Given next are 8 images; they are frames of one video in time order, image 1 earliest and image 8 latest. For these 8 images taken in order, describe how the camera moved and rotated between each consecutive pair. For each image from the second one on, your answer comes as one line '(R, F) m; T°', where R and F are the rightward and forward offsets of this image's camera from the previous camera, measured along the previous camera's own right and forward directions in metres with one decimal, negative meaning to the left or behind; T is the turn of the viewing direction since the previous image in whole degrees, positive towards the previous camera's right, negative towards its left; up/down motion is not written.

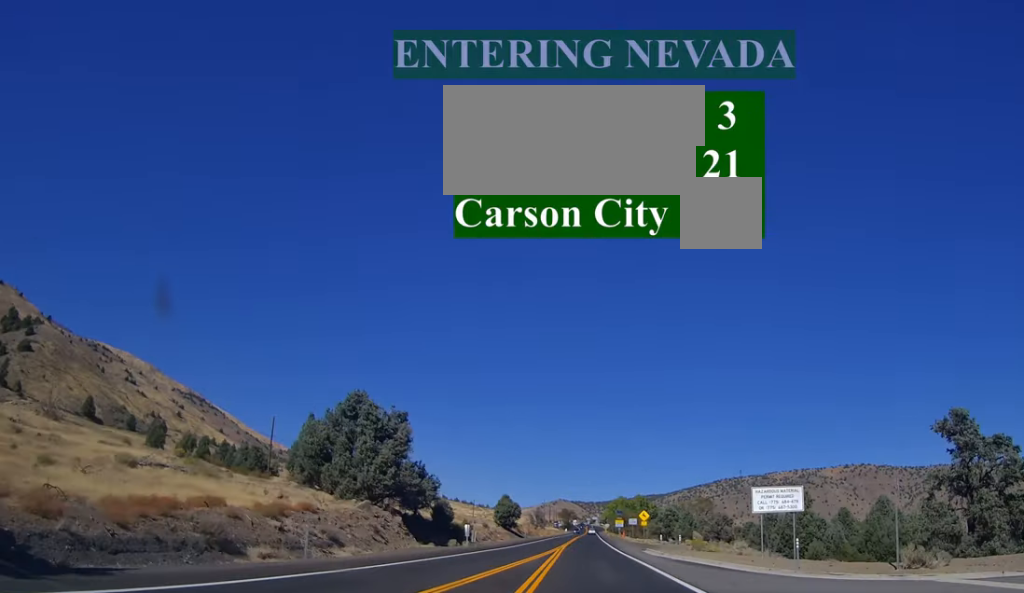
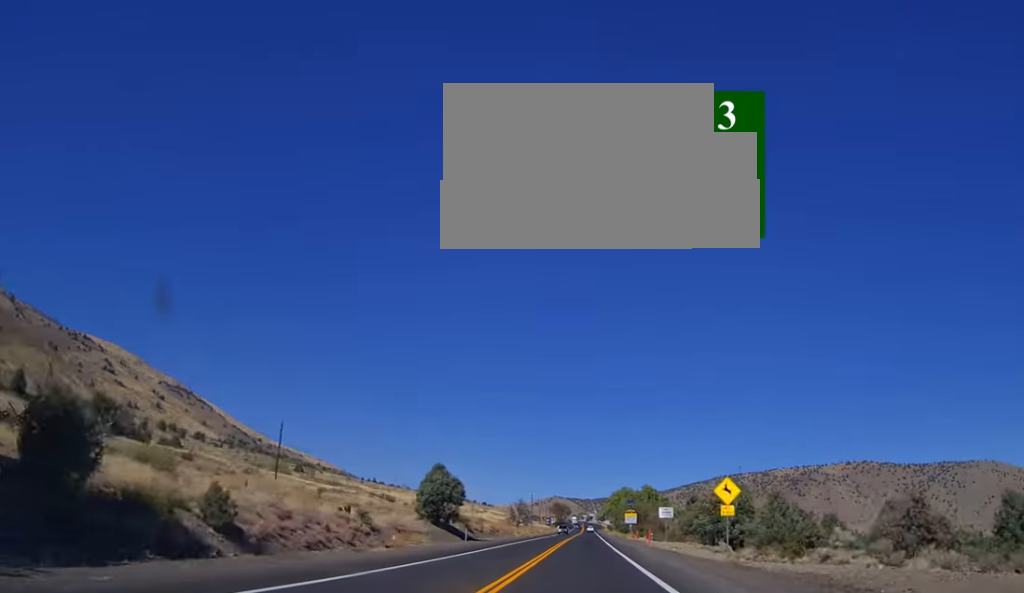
(+0.1, +45.1) m; 0°
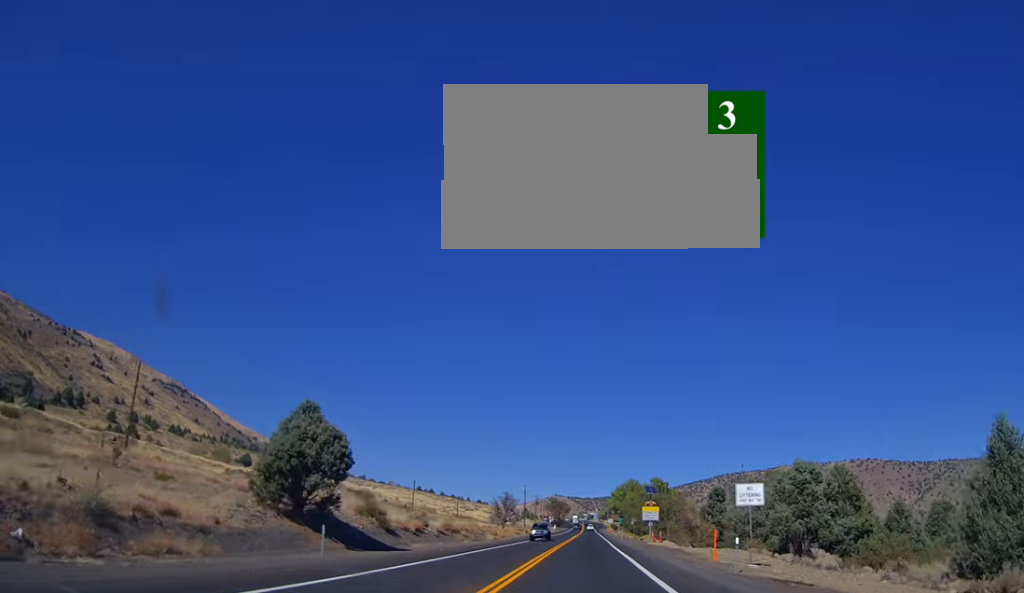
(+0.1, +28.2) m; 0°
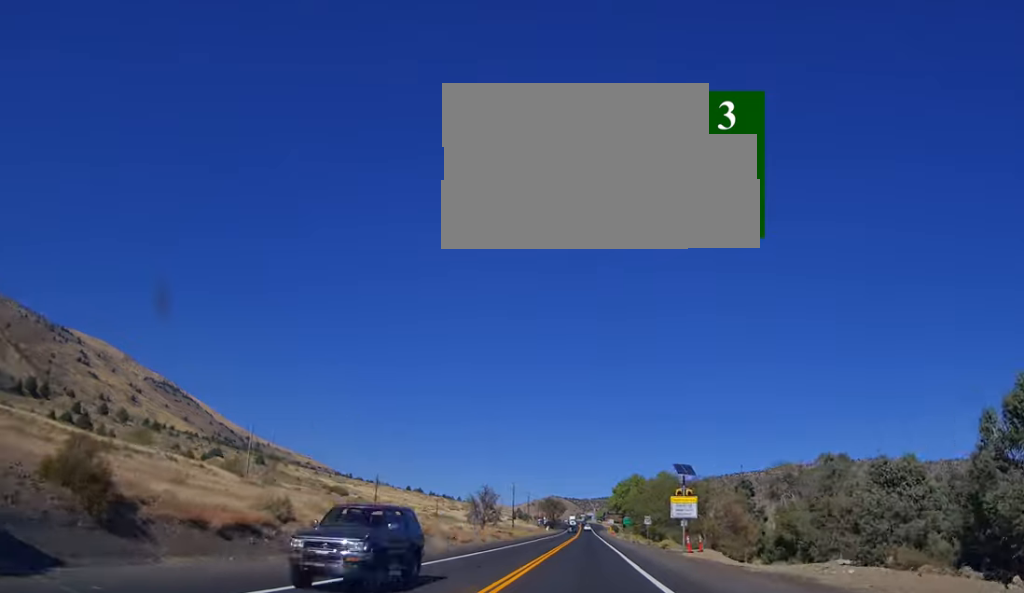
(0.0, +24.8) m; 0°
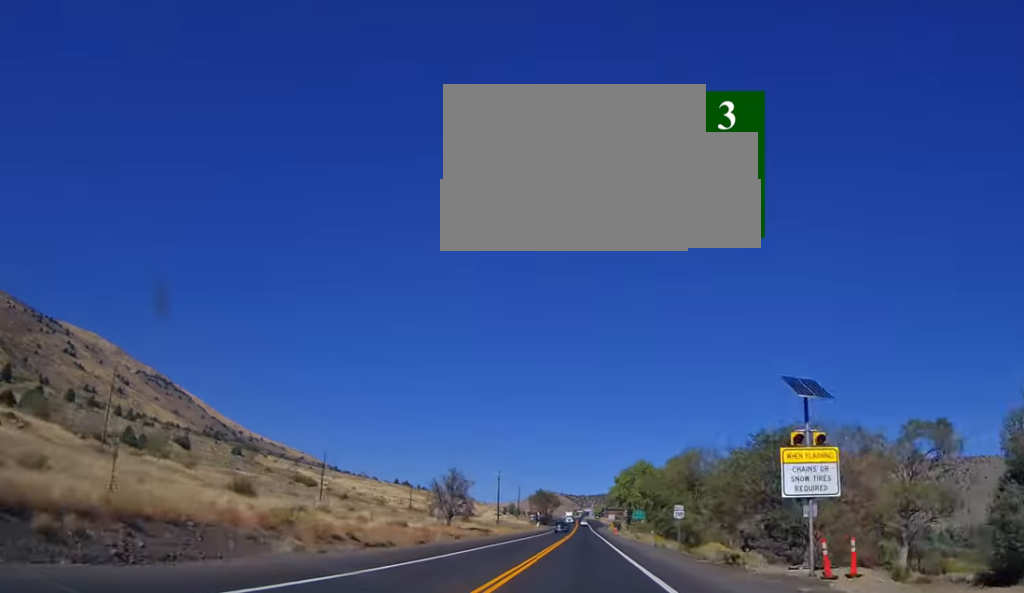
(0.0, +25.0) m; 0°
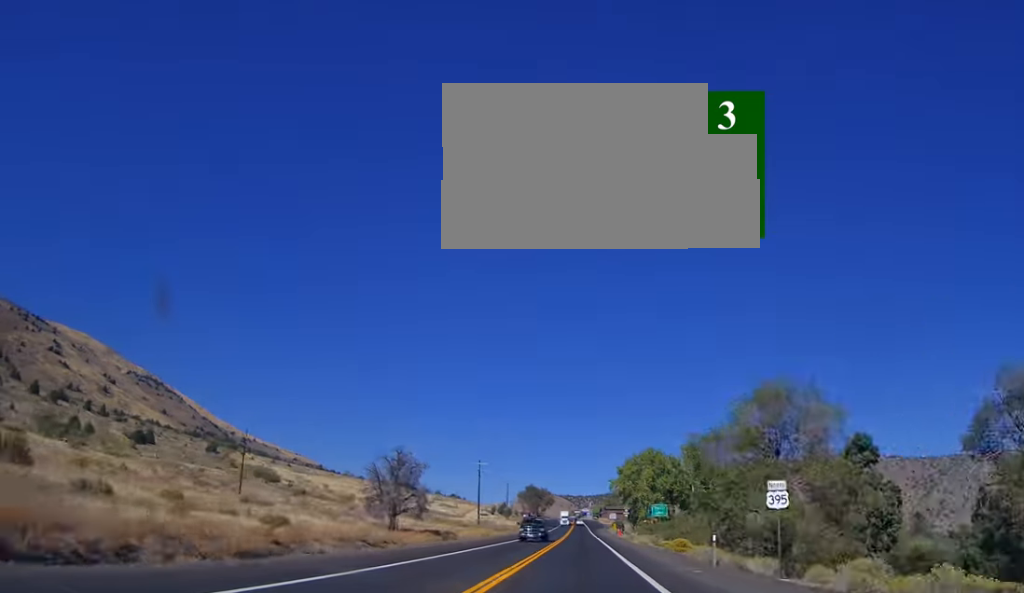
(0.0, +24.0) m; 0°
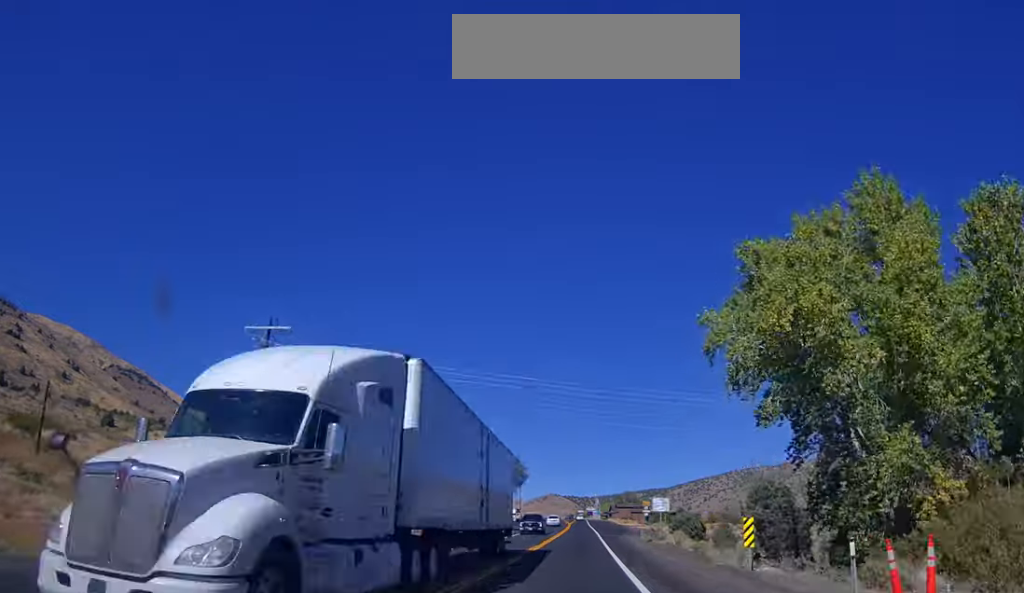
(+0.3, +90.5) m; -1°
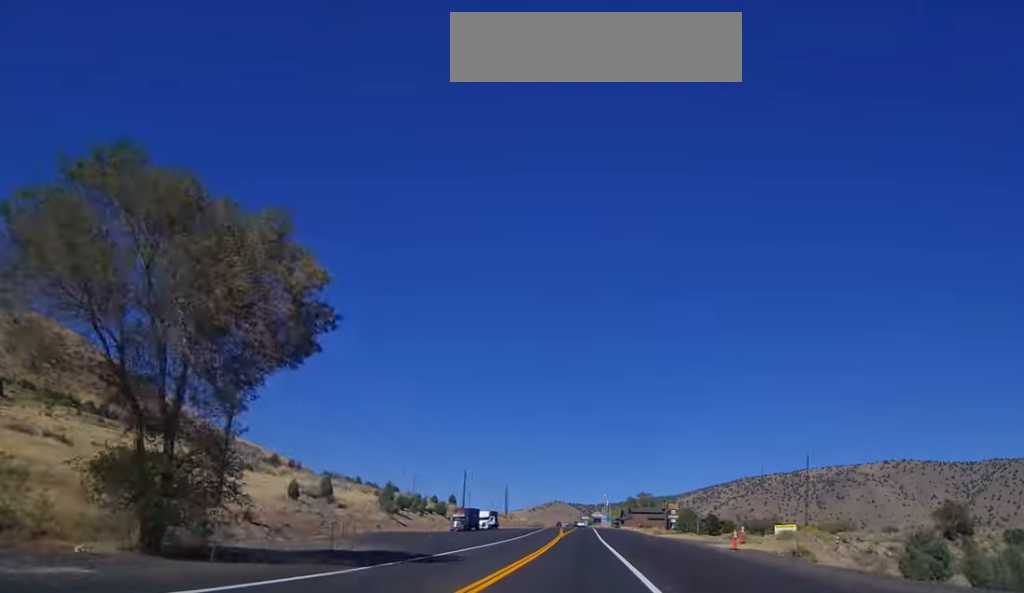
(-0.5, +66.8) m; 0°
